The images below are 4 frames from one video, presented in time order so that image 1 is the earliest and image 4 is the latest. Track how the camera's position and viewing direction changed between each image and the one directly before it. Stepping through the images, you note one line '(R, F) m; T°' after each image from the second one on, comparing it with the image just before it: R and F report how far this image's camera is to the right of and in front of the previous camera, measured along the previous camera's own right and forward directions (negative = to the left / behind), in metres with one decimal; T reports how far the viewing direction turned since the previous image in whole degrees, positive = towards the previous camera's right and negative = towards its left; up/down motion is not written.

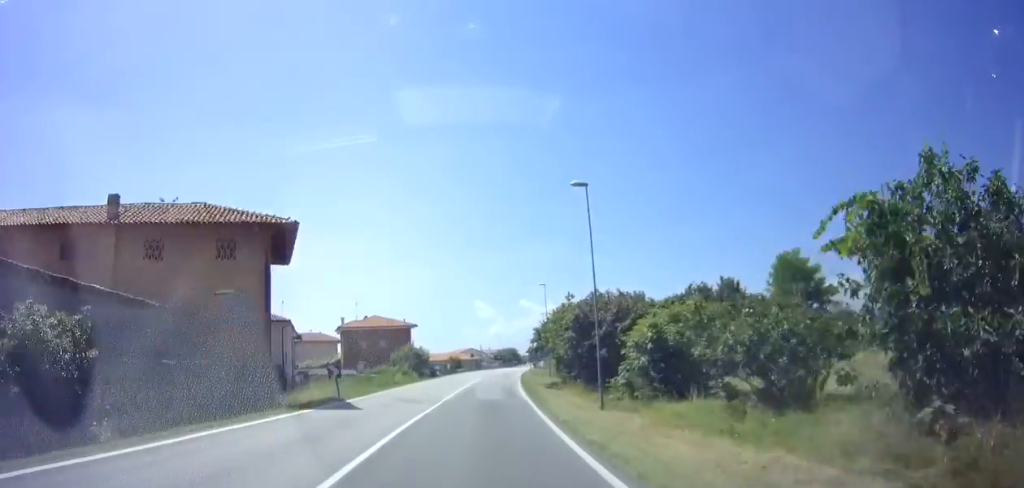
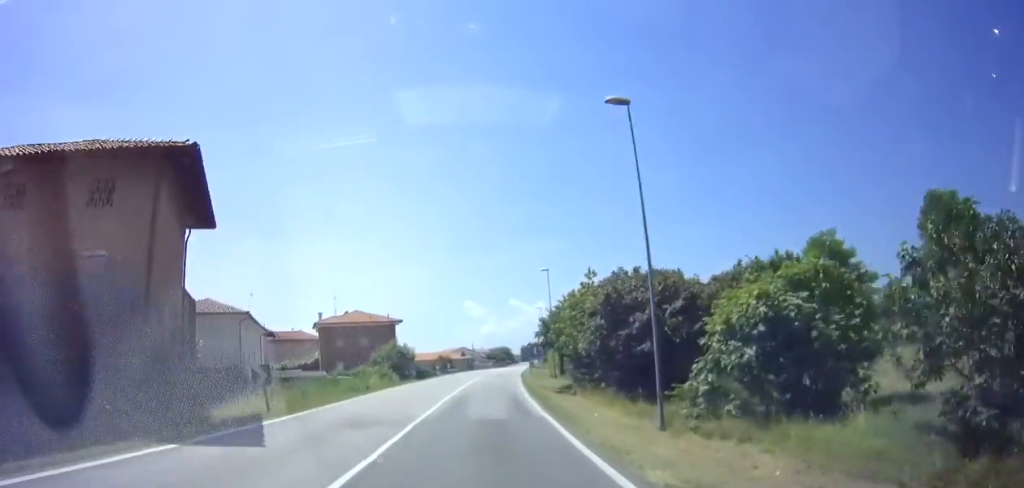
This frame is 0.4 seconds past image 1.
(+0.2, +7.3) m; +1°
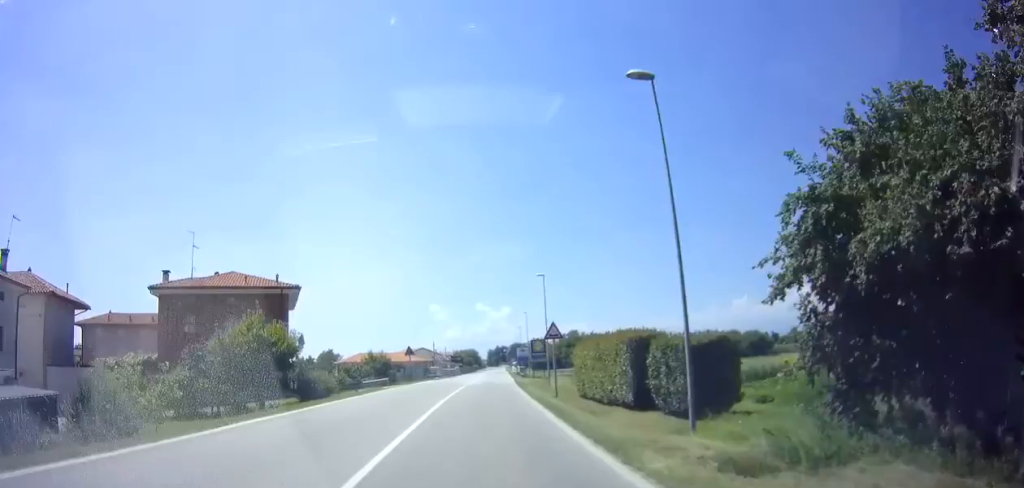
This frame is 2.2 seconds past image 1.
(+1.2, +30.6) m; +4°
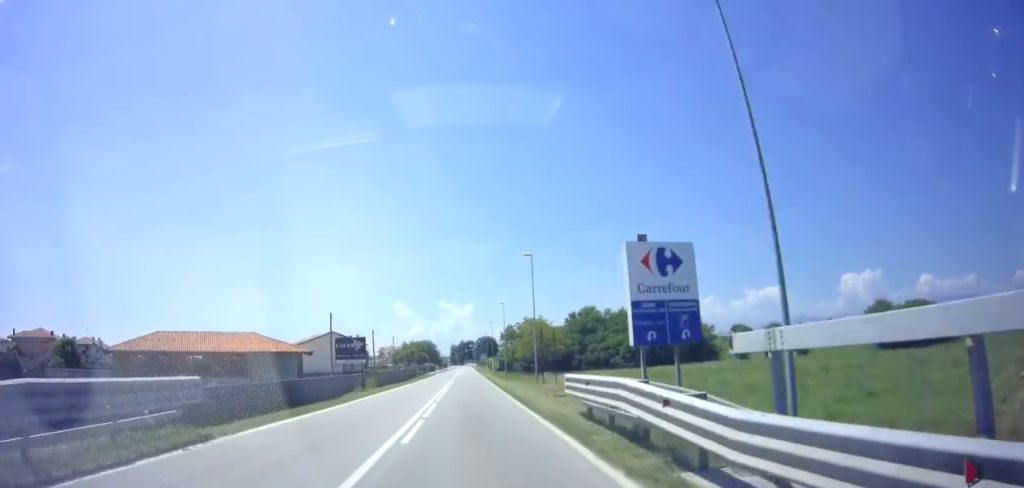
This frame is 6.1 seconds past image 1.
(+2.4, +66.7) m; +2°
